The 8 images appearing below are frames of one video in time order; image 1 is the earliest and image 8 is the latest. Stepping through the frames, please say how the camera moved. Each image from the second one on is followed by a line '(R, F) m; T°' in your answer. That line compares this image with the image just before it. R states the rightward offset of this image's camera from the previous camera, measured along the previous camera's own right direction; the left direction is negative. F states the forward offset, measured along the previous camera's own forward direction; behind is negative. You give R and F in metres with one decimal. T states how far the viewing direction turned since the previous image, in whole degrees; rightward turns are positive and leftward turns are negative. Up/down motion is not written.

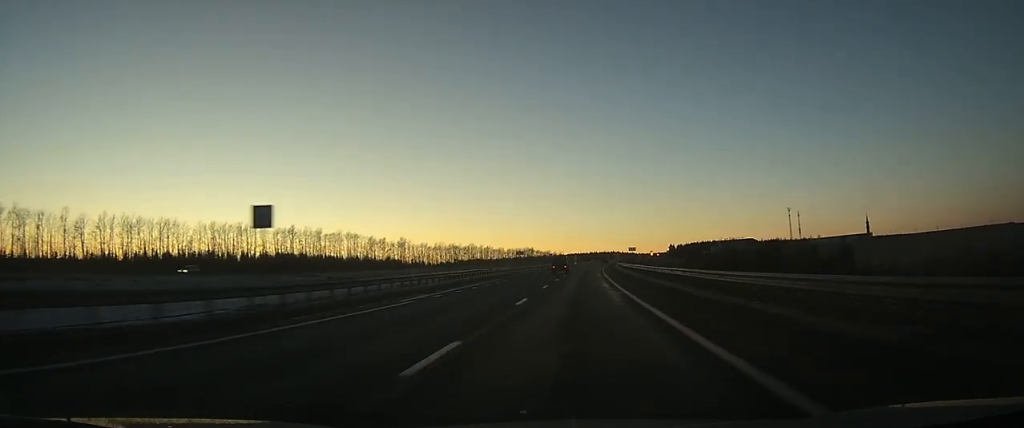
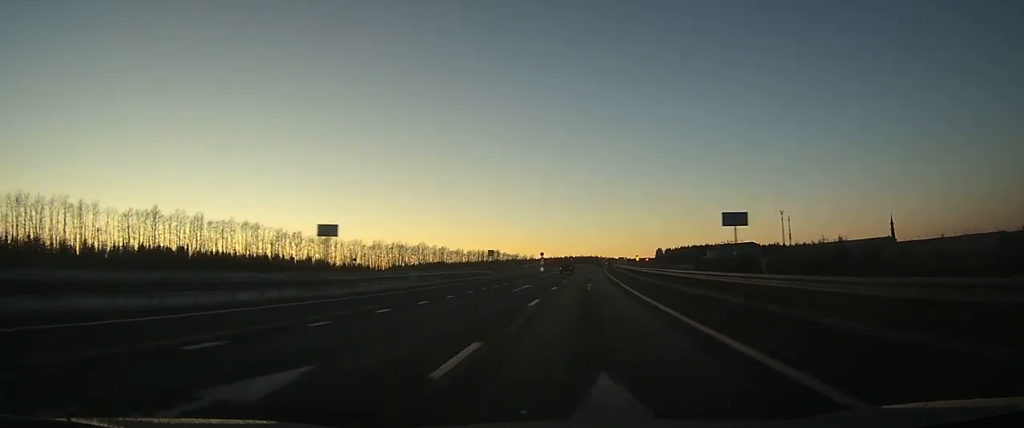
(+1.8, +83.2) m; +3°
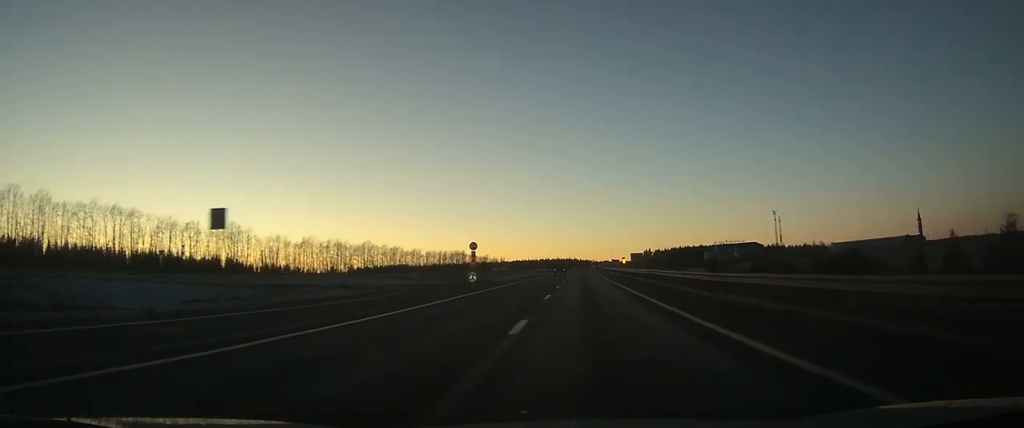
(+1.3, +67.1) m; +2°
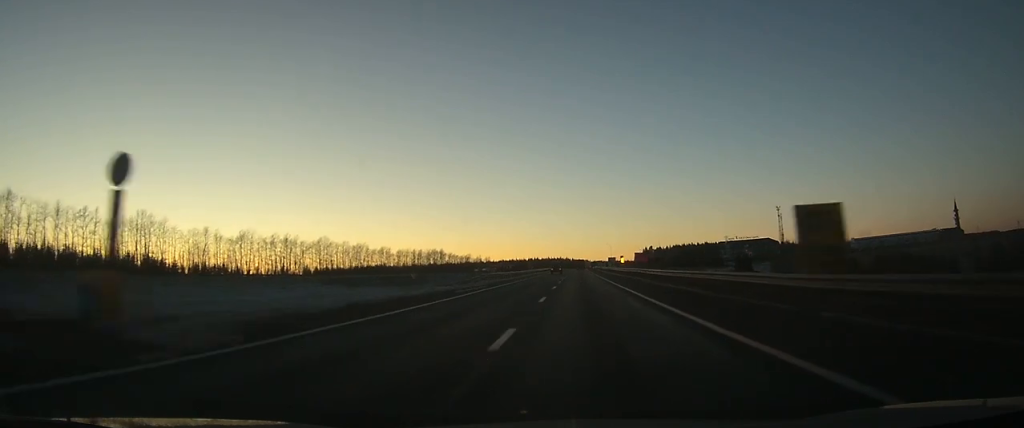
(+0.4, +49.9) m; +1°
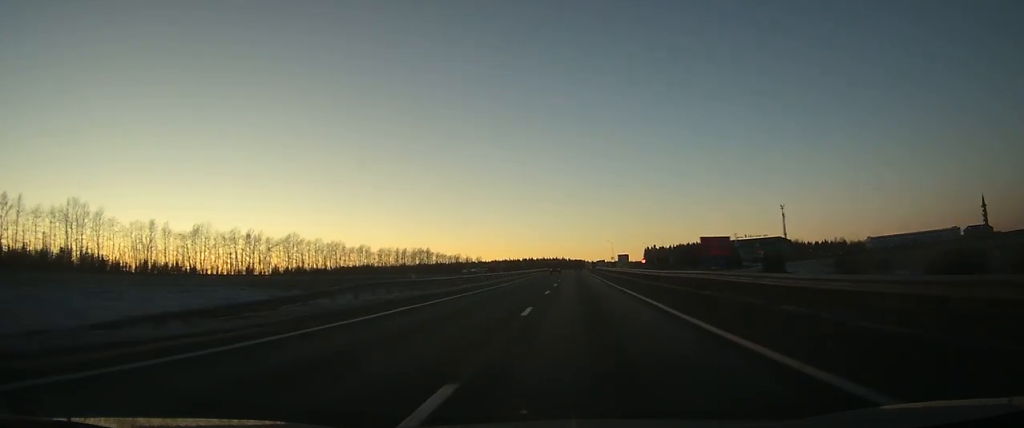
(0.0, +29.4) m; 0°
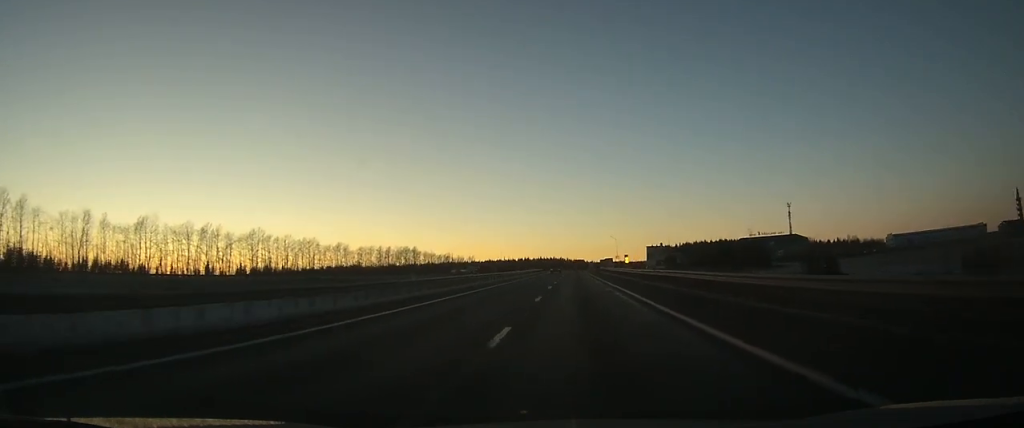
(+0.1, +29.5) m; 0°
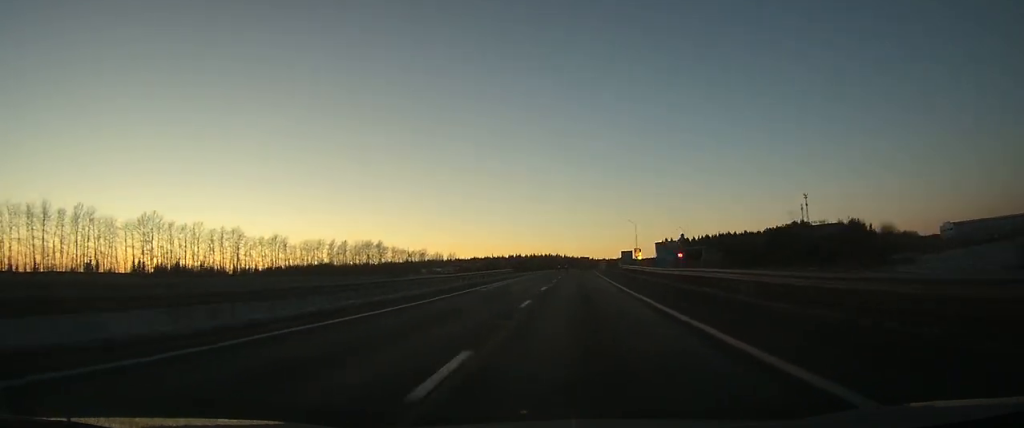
(+0.1, +62.4) m; 0°
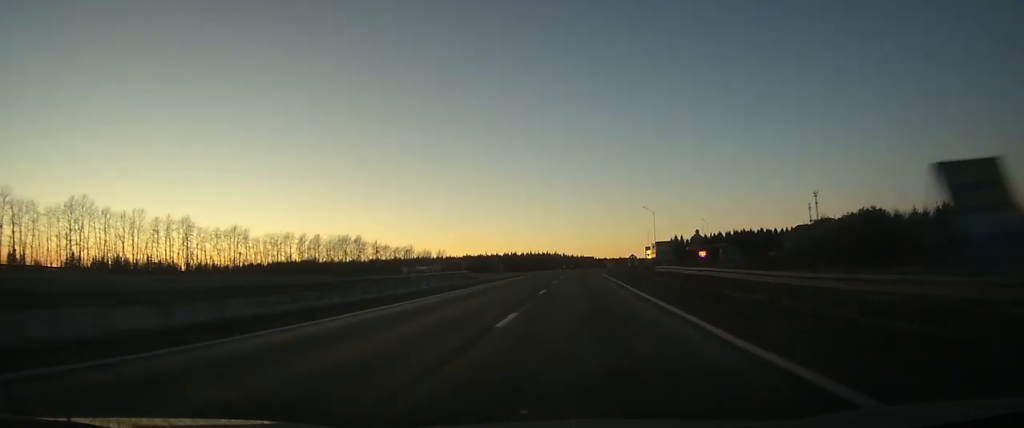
(+0.2, +29.4) m; 0°
